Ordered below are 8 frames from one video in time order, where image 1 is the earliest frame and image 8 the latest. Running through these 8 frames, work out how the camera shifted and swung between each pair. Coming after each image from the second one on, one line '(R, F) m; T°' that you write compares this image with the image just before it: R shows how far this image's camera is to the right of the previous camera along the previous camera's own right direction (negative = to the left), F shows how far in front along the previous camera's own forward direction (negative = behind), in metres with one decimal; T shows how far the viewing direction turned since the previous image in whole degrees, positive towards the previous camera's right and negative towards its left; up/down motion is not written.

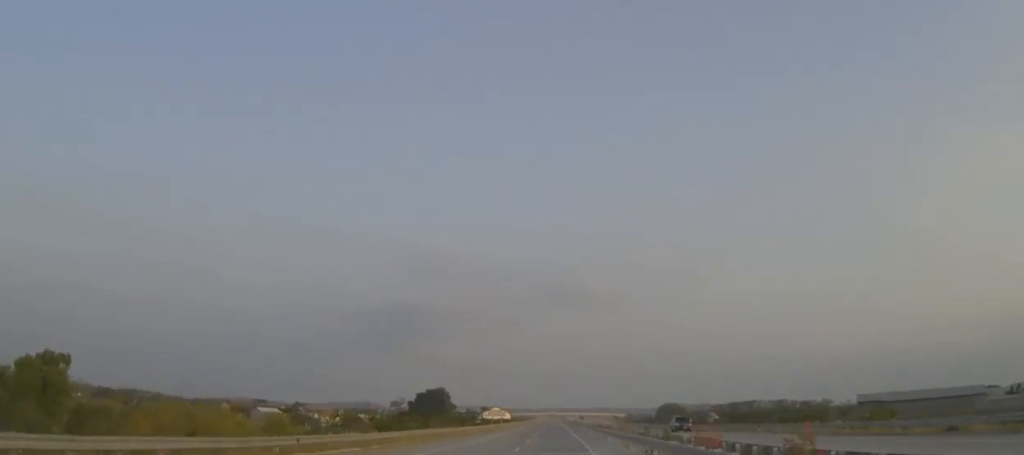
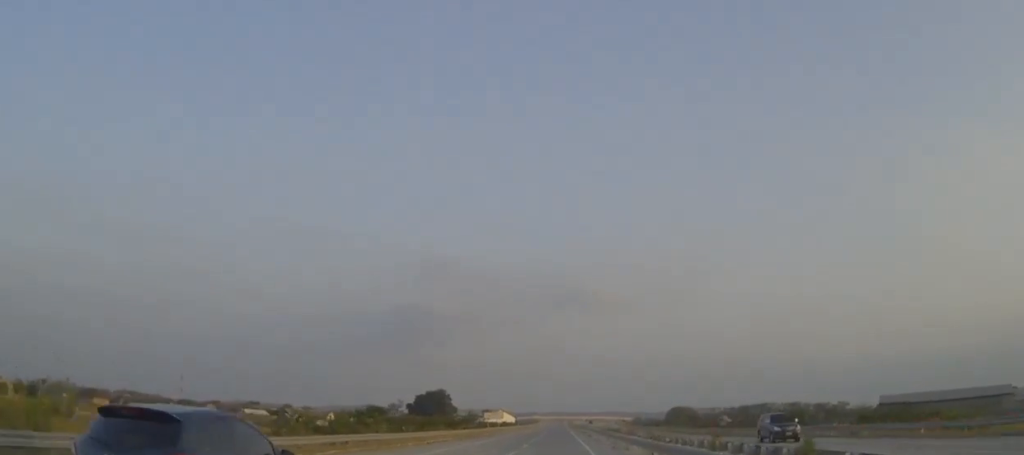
(-0.1, +18.9) m; 0°
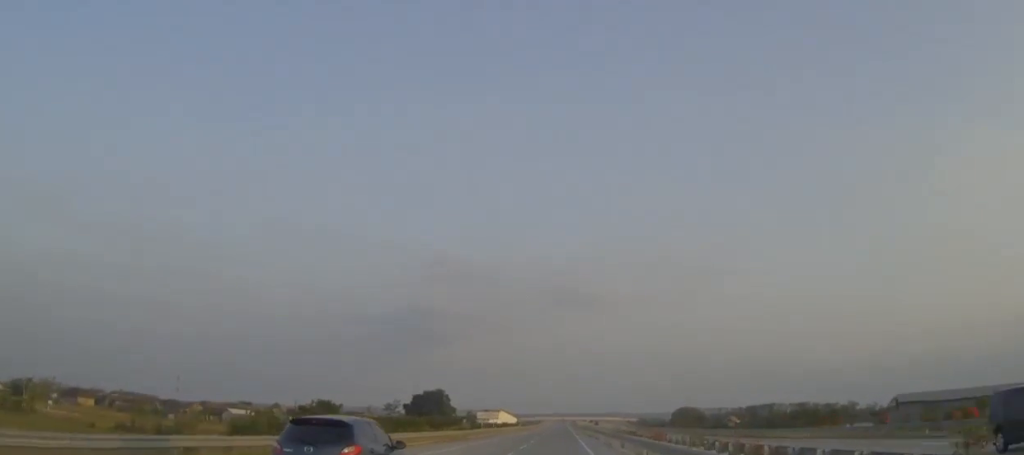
(0.0, +14.6) m; 0°
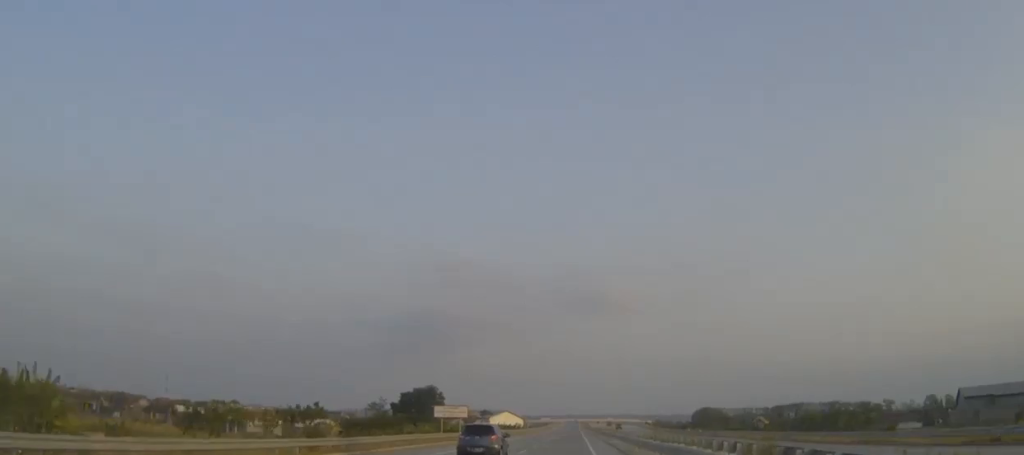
(-0.4, +44.9) m; -1°
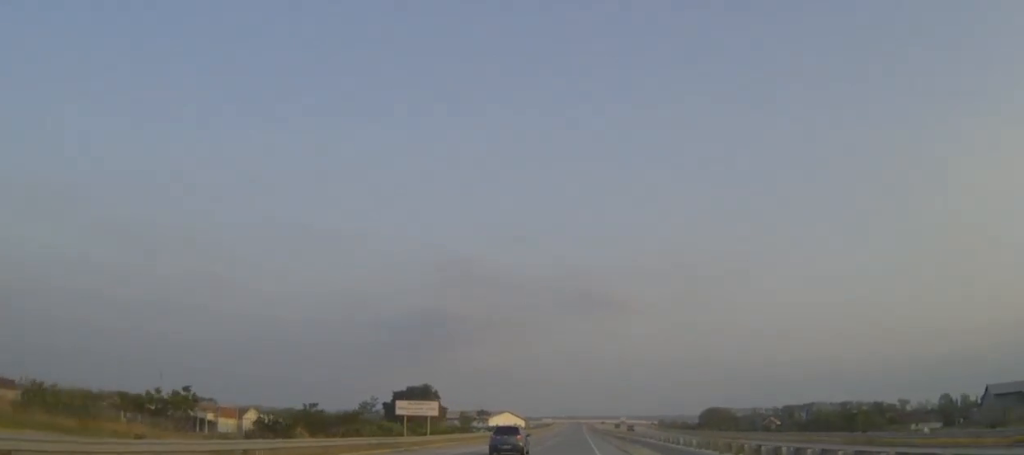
(-0.1, +18.3) m; 0°
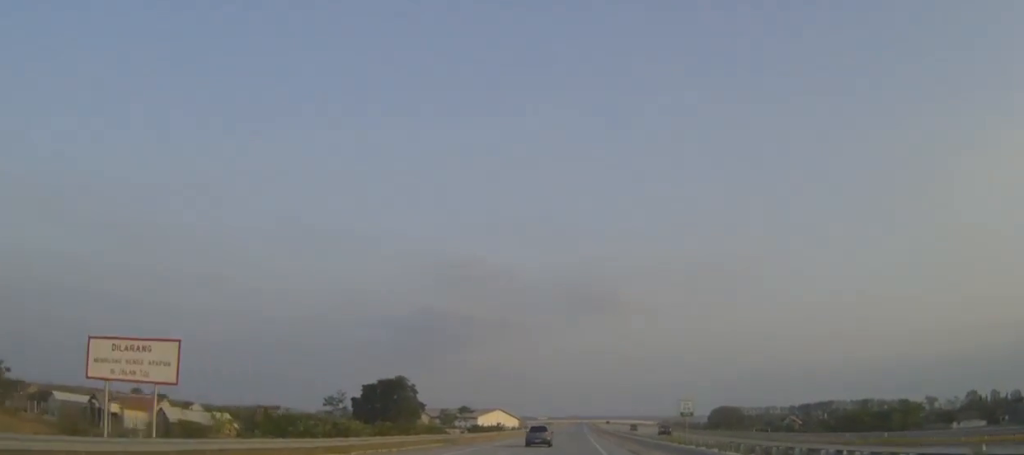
(-0.1, +40.3) m; 0°
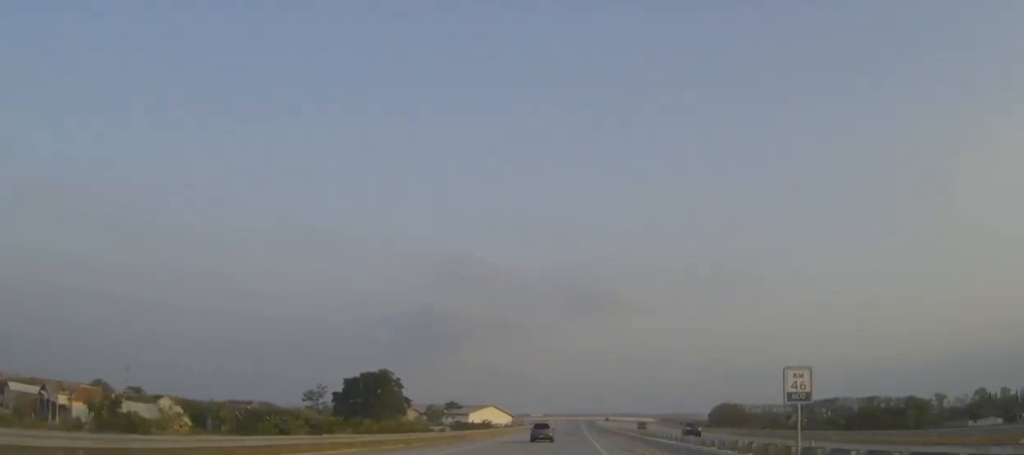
(0.0, +15.9) m; 0°
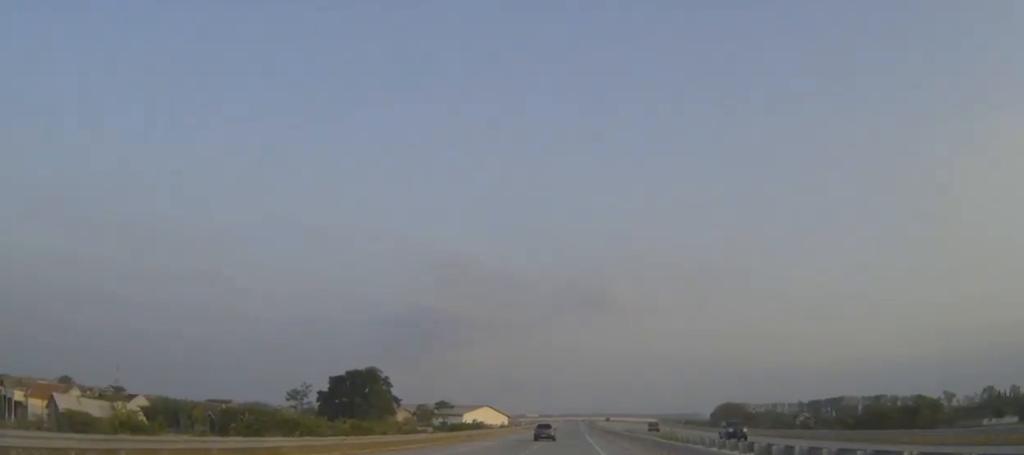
(0.0, +12.4) m; 0°
